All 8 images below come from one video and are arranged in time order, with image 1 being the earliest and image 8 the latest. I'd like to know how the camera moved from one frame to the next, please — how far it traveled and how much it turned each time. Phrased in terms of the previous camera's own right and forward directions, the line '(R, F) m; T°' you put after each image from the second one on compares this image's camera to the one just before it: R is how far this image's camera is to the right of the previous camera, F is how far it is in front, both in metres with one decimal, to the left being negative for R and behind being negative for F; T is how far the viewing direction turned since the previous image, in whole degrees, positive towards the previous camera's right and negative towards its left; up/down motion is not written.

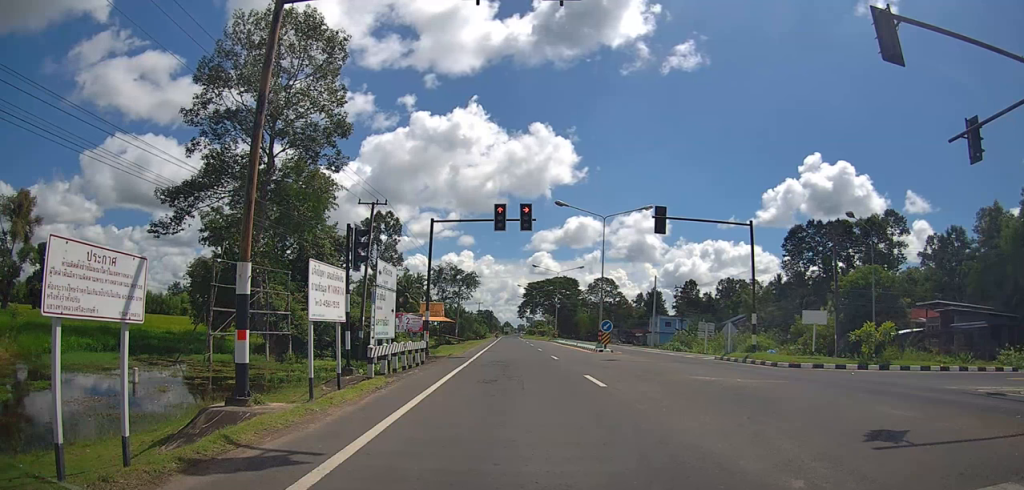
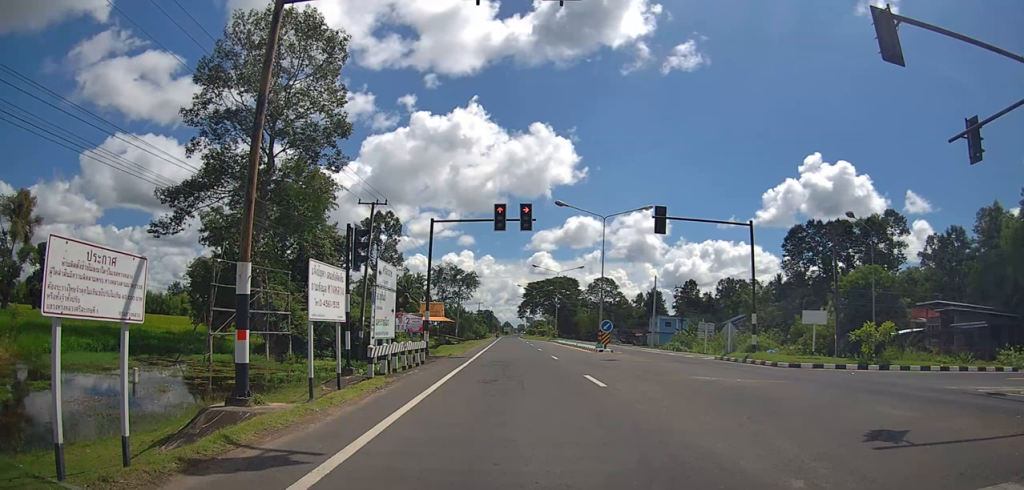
(0.0, 0.0) m; 0°
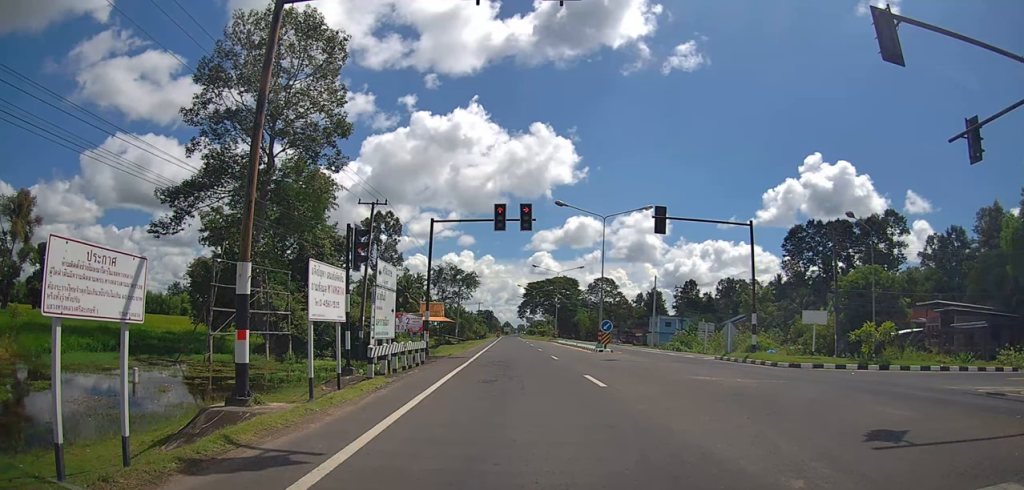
(0.0, 0.0) m; 0°
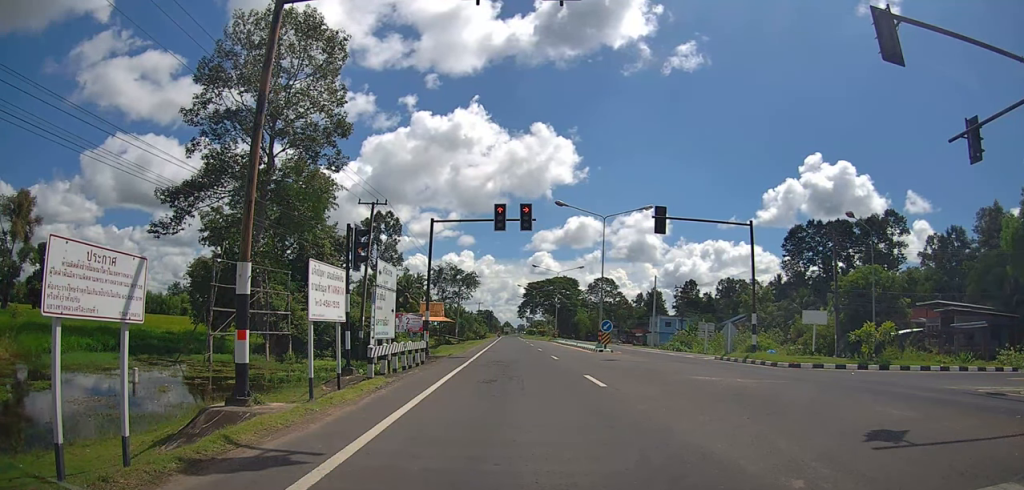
(0.0, 0.0) m; 0°
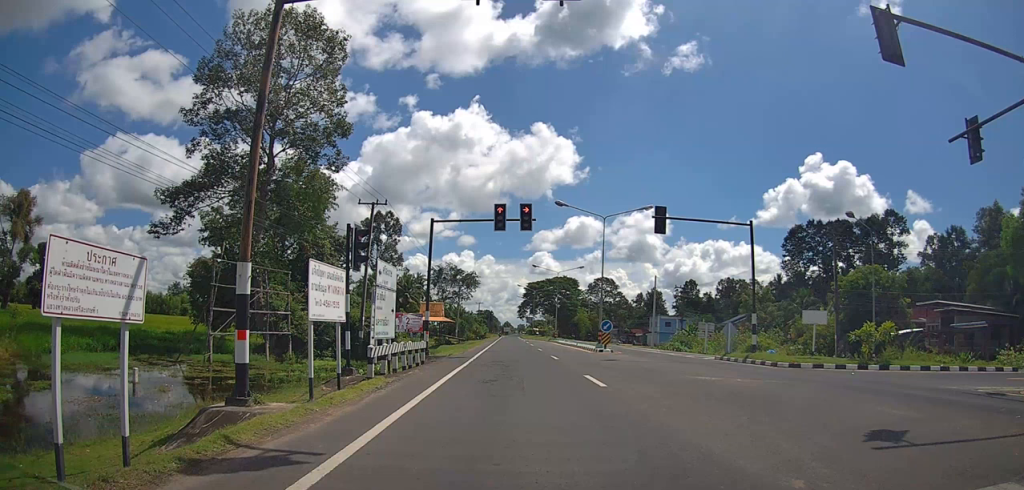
(0.0, 0.0) m; 0°
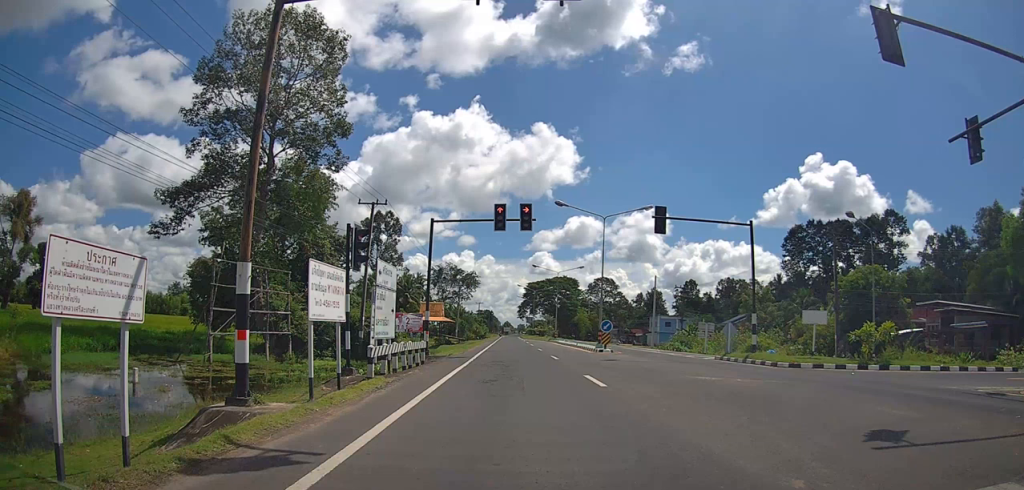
(0.0, 0.0) m; 0°
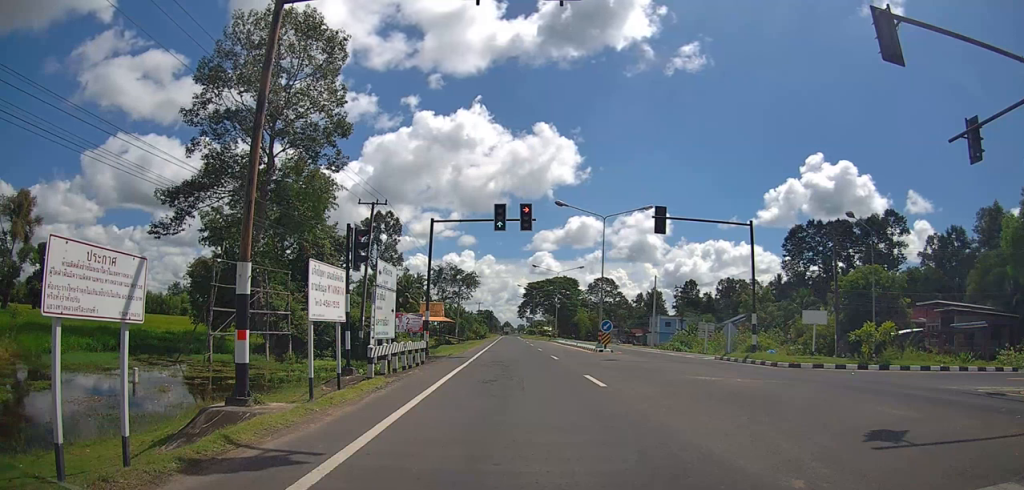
(0.0, 0.0) m; 0°
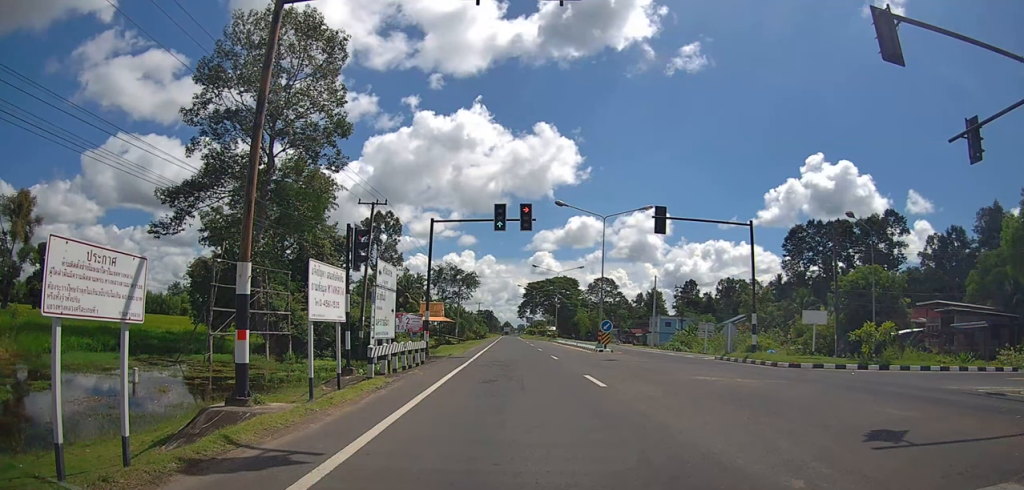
(0.0, 0.0) m; 0°
